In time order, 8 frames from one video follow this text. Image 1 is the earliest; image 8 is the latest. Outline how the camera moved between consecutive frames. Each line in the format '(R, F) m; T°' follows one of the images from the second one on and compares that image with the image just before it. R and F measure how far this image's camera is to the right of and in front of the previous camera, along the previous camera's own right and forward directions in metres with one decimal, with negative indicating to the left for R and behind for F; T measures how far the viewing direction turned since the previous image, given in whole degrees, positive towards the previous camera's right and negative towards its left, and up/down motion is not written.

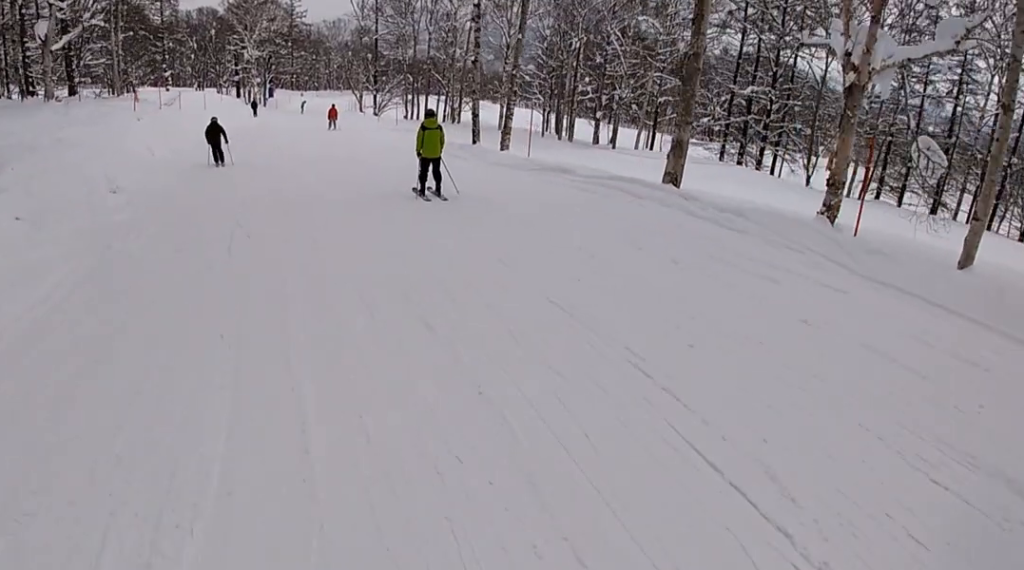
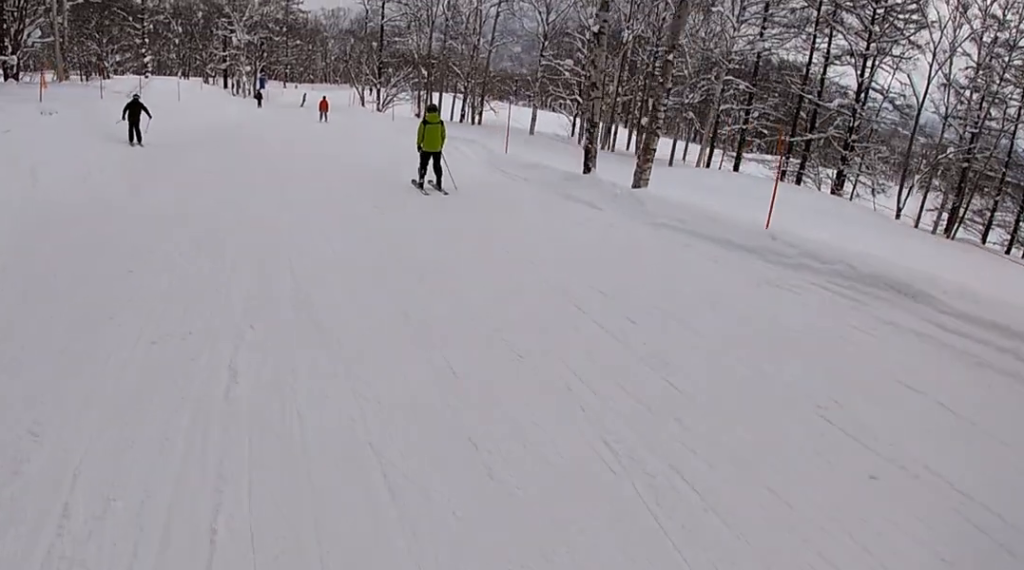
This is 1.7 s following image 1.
(-1.7, +9.7) m; -8°
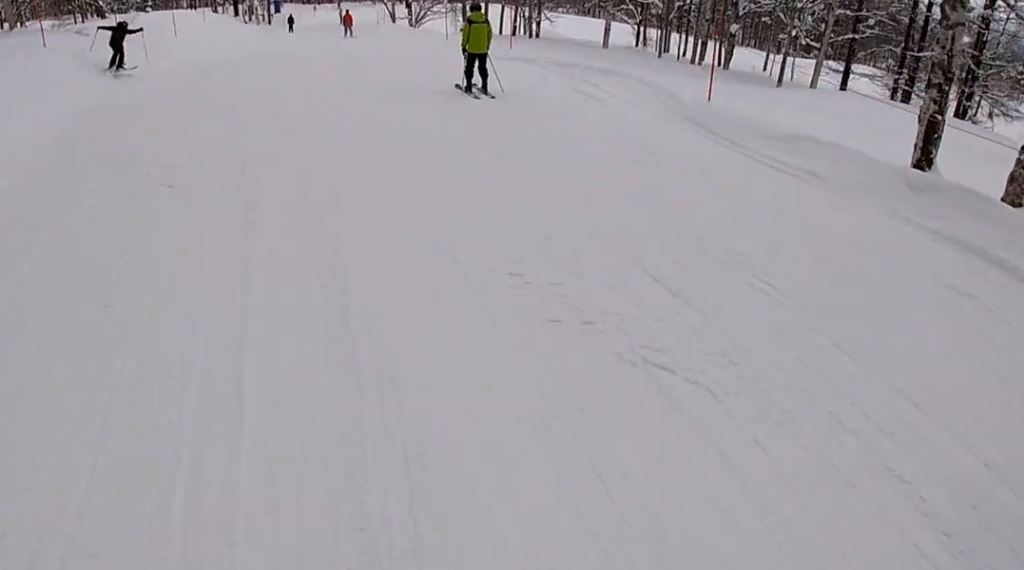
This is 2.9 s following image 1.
(+1.4, +7.4) m; +12°
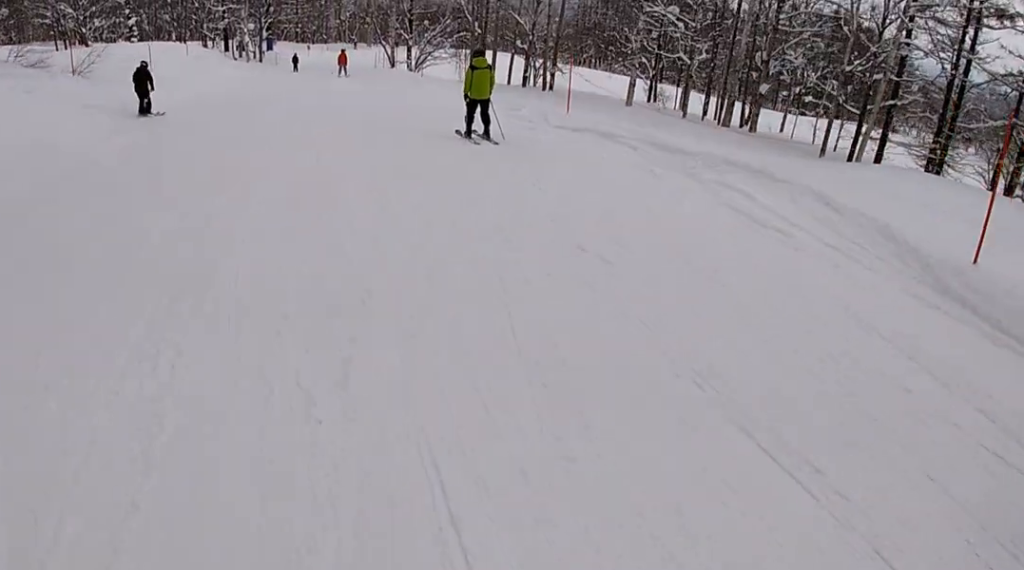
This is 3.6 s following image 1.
(+0.1, +5.0) m; +1°
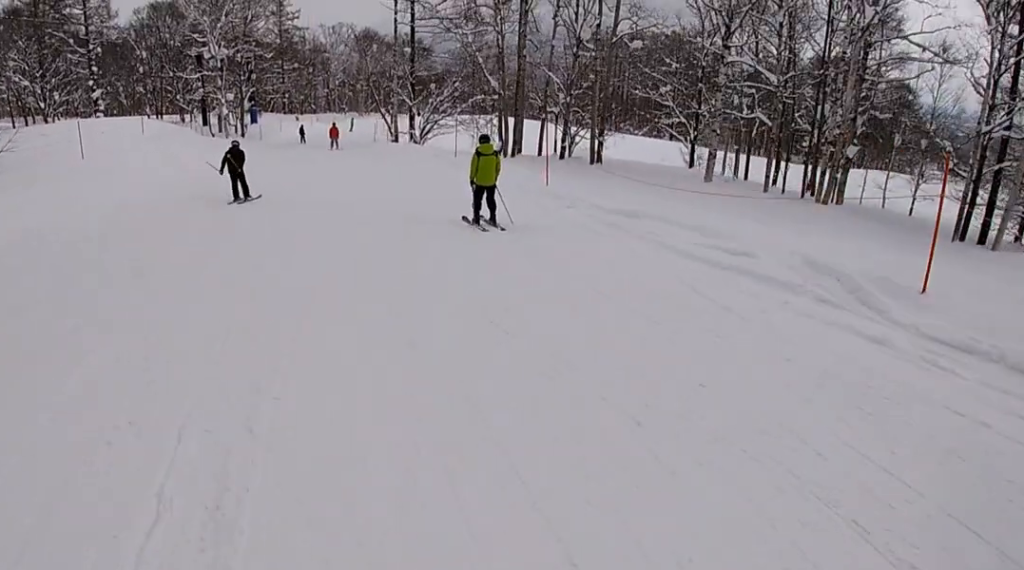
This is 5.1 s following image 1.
(-1.5, +9.8) m; -12°
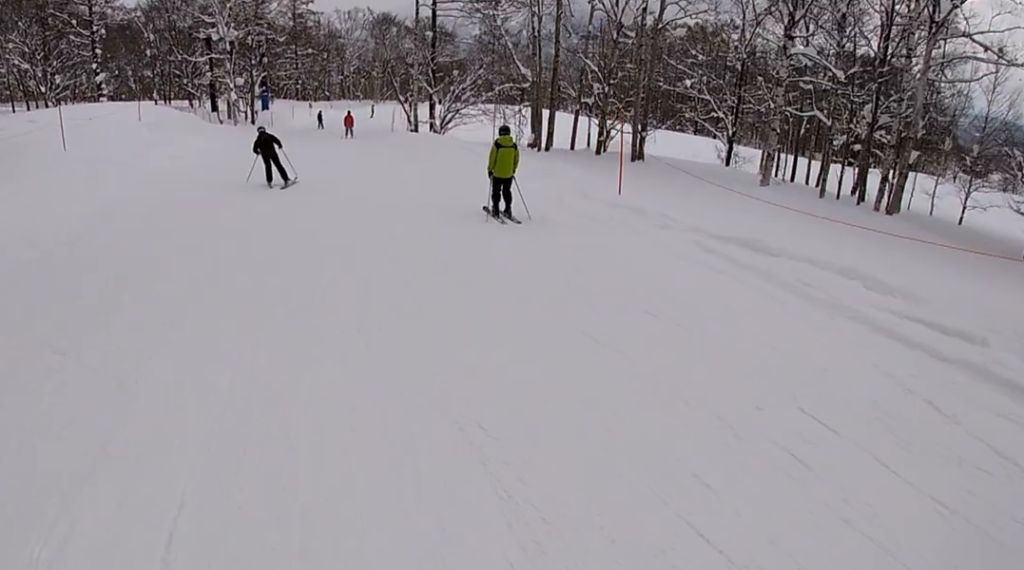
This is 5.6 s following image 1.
(-0.6, +3.3) m; 0°
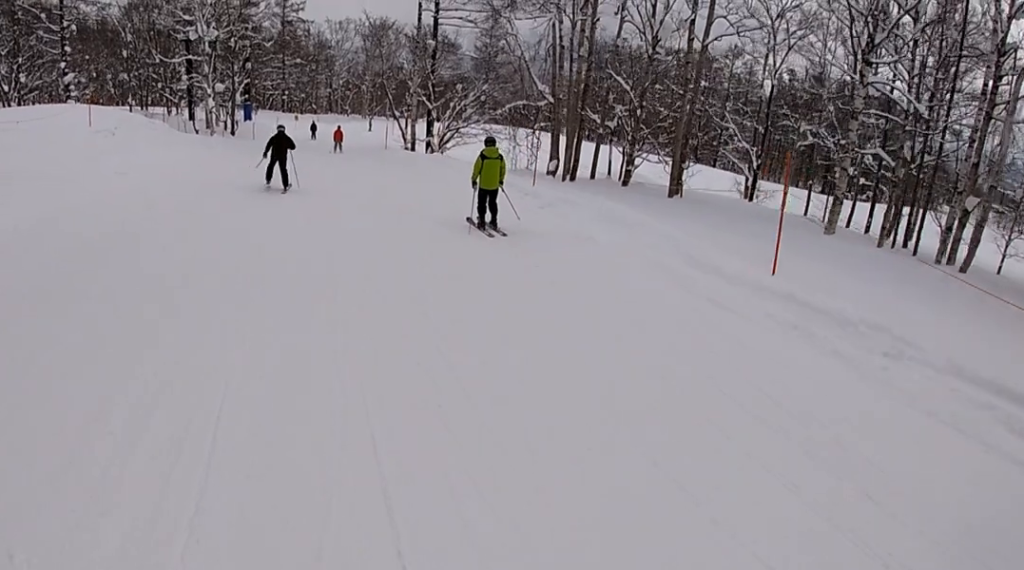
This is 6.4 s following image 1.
(+1.0, +5.2) m; +10°
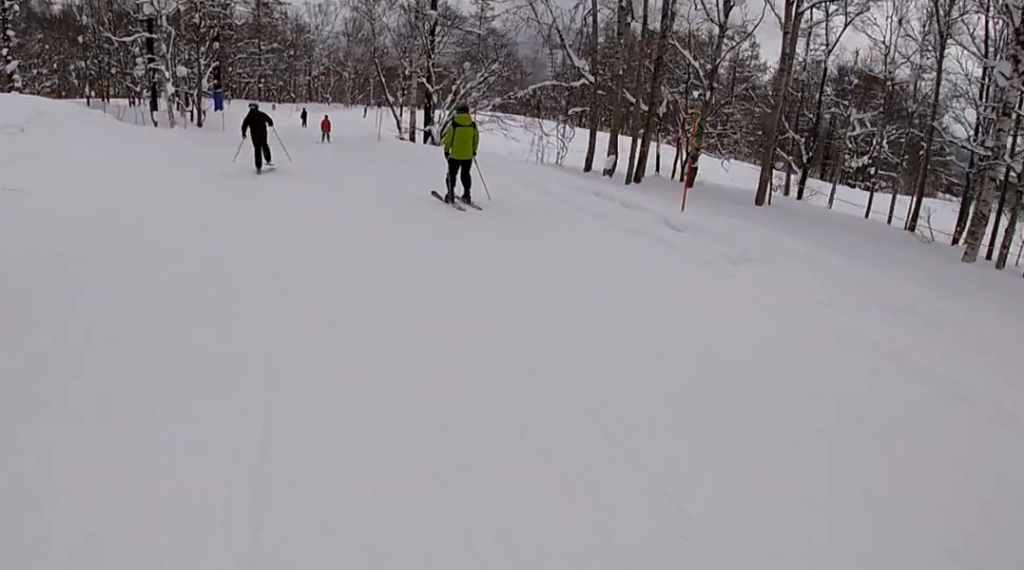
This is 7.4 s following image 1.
(+0.3, +6.8) m; +3°
